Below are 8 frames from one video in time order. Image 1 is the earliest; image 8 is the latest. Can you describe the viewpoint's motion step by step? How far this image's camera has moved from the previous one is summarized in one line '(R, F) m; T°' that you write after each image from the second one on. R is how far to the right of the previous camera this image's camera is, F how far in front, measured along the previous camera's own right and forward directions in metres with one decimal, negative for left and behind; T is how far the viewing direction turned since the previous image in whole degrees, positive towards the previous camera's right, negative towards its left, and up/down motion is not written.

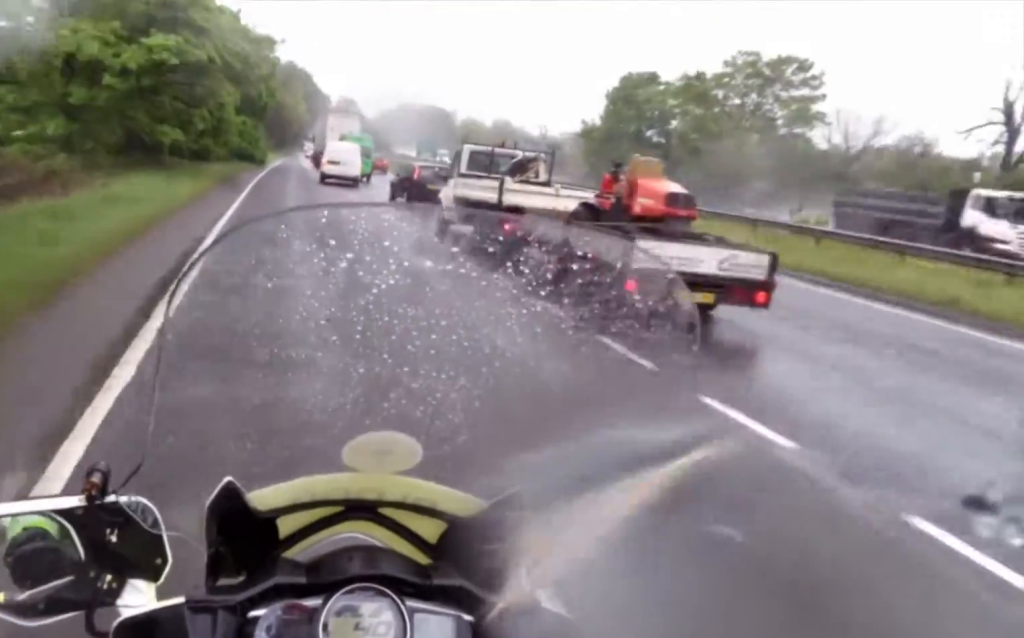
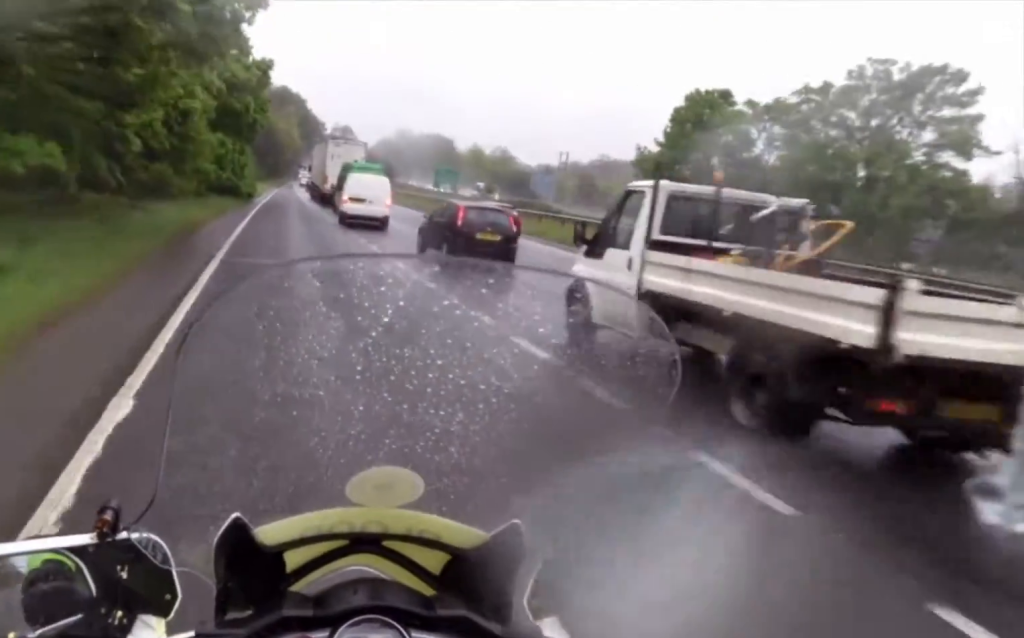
(-0.8, +15.3) m; -3°
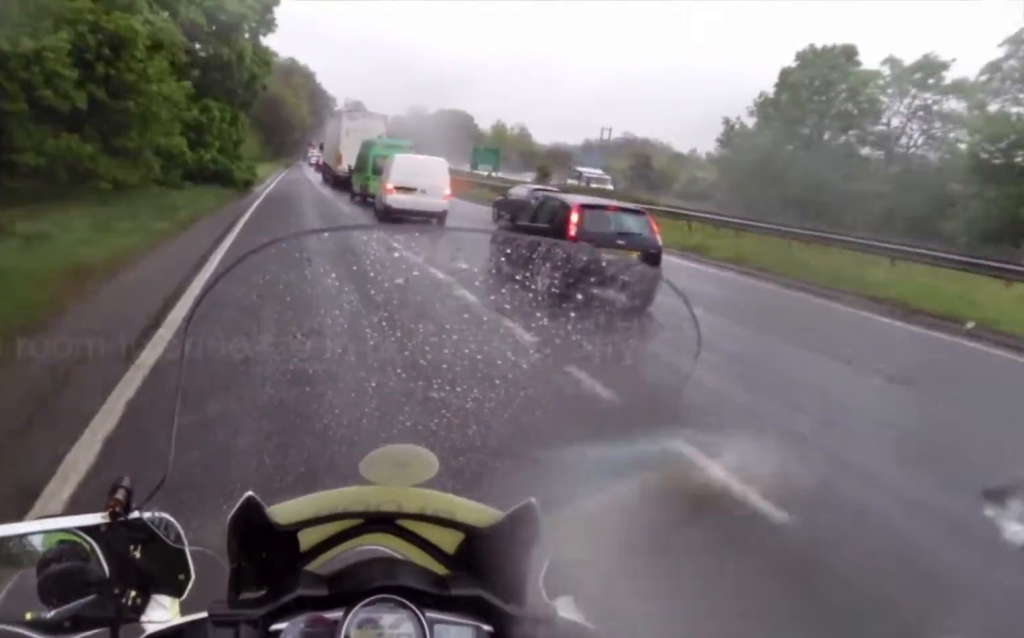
(-0.4, +13.5) m; 0°
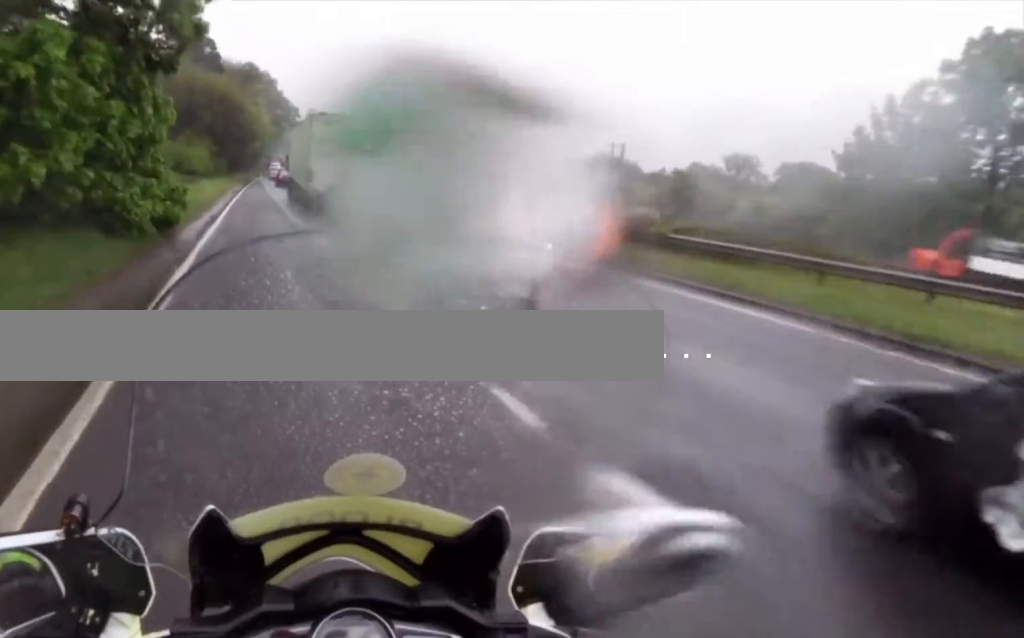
(+0.5, +18.2) m; +2°
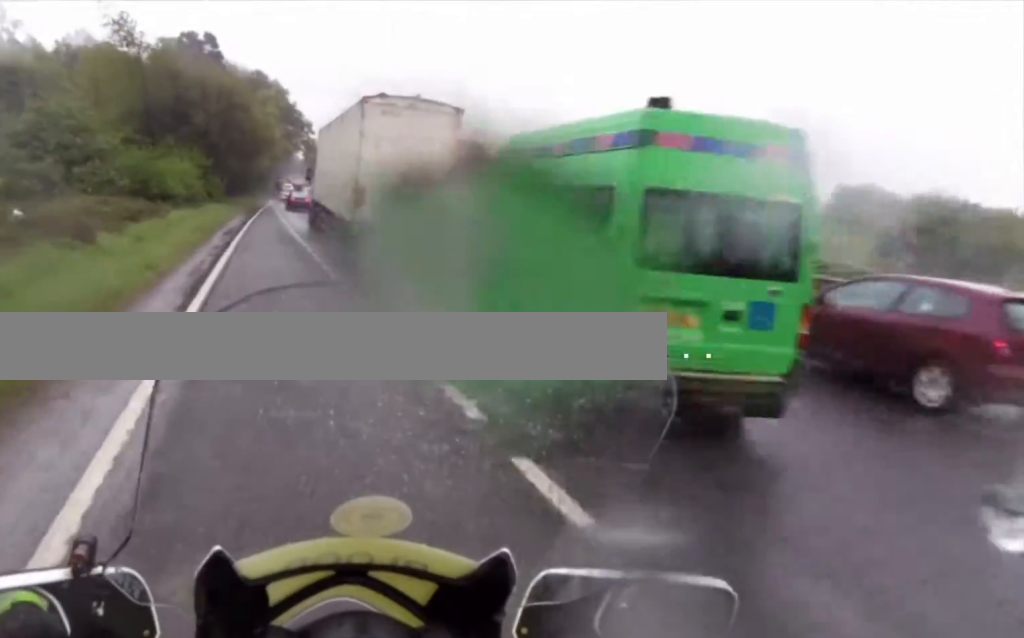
(-0.4, +22.2) m; 0°
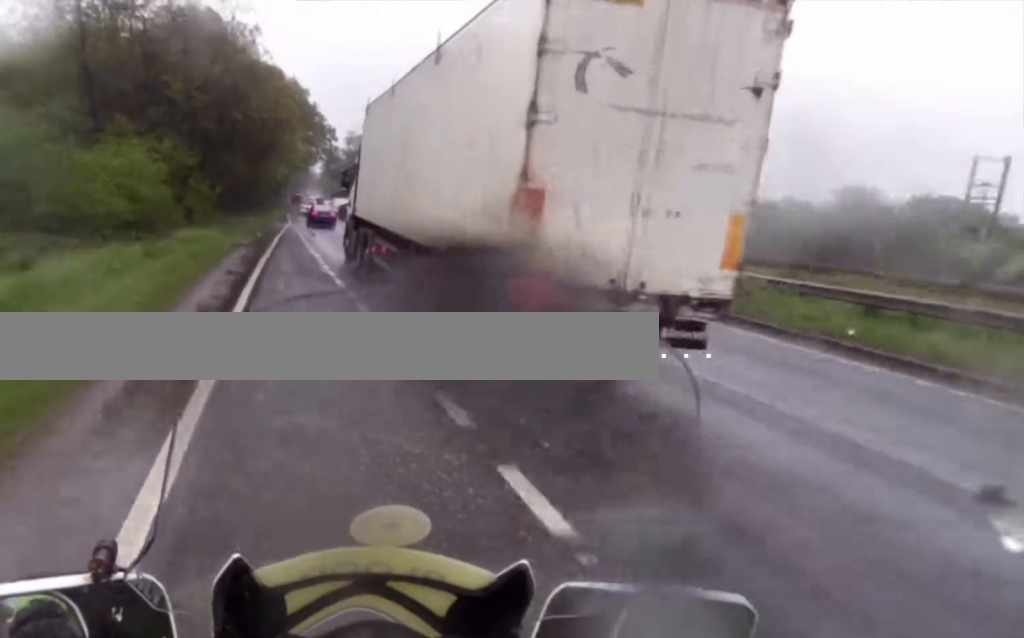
(+0.9, +19.2) m; +2°
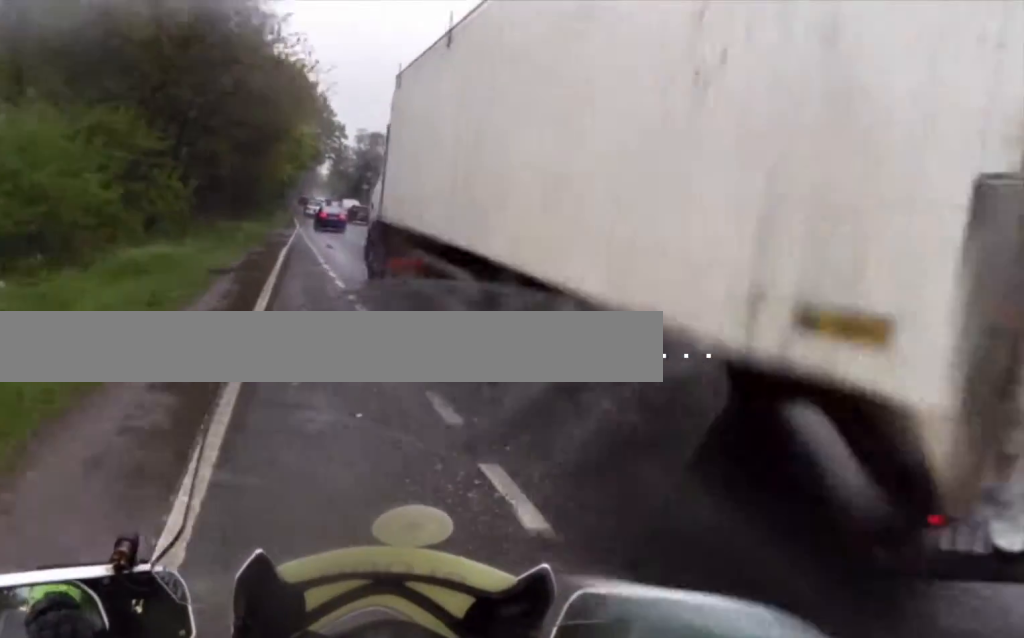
(-0.2, +8.4) m; -1°
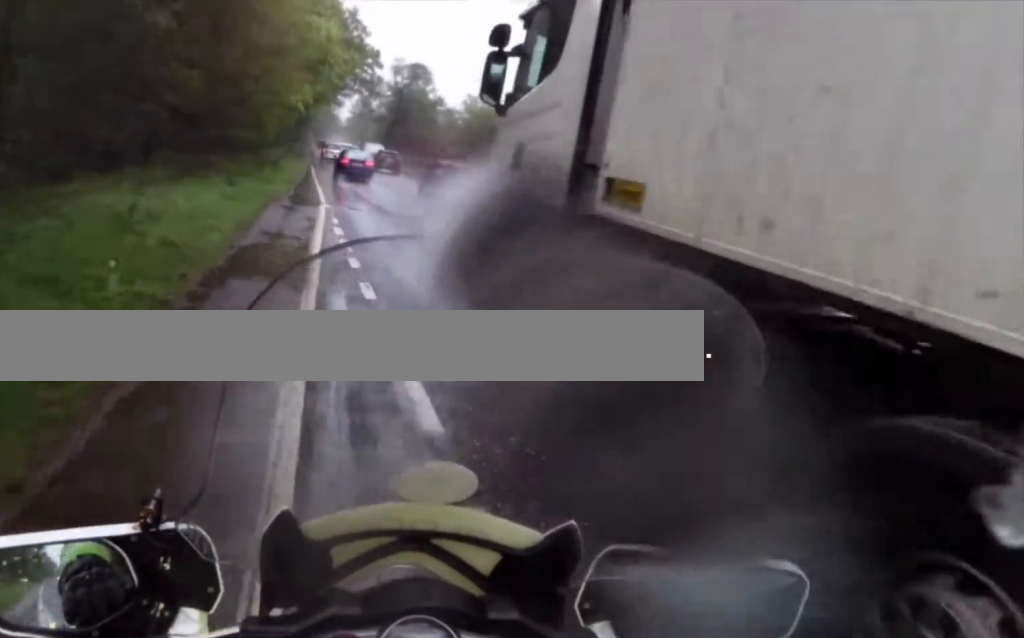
(-0.4, +22.0) m; 0°
